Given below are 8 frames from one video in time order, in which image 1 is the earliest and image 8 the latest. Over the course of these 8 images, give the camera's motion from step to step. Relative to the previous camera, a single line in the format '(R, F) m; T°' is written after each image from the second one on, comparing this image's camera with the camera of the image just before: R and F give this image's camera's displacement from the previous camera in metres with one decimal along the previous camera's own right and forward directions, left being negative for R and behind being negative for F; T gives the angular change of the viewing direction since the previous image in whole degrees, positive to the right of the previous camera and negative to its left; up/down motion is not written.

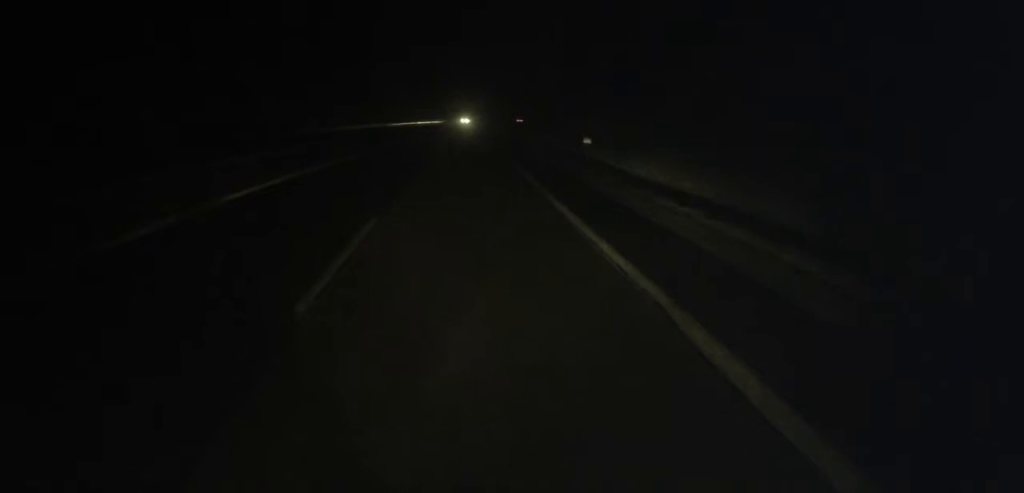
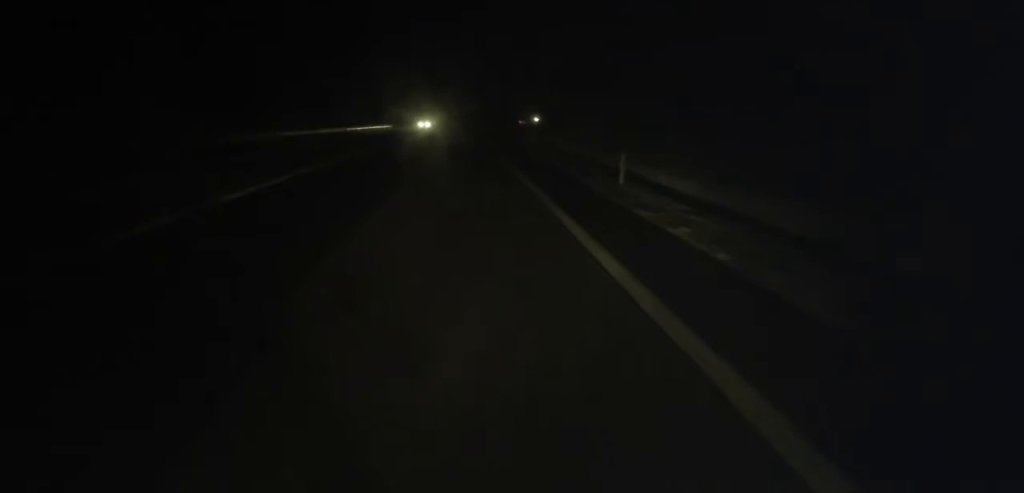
(+0.7, +35.0) m; +2°
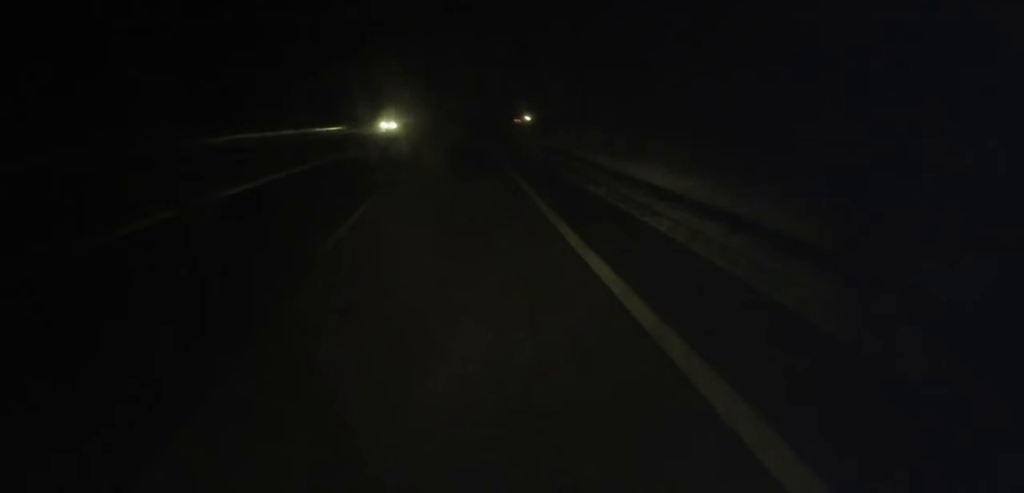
(+0.1, +15.5) m; 0°
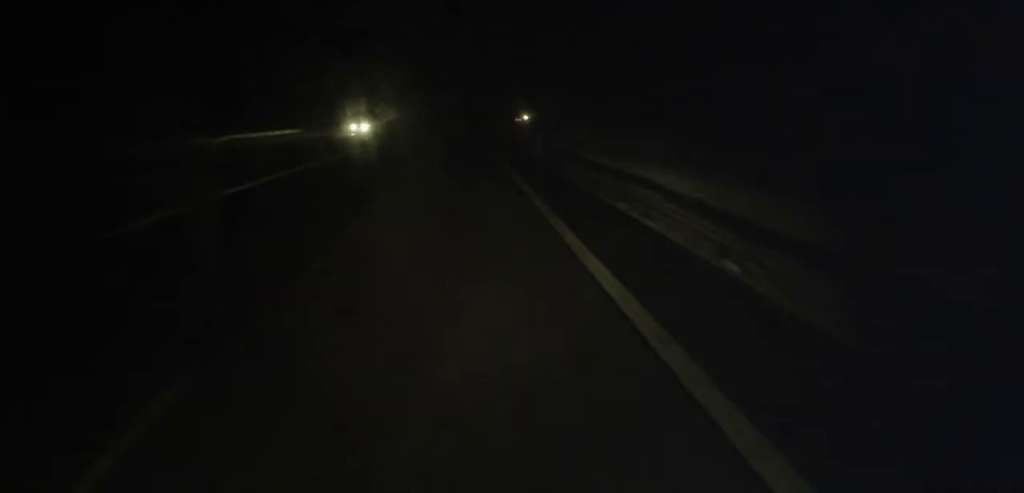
(0.0, +10.1) m; 0°
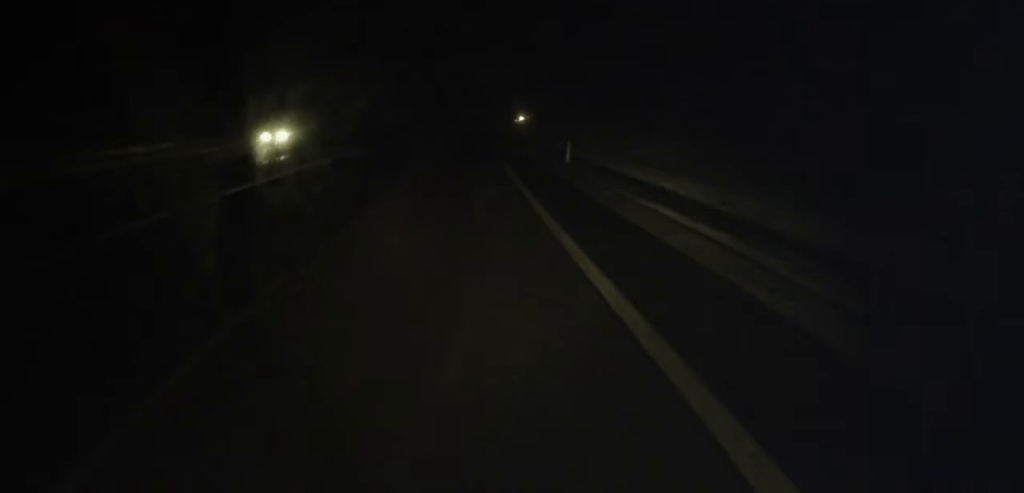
(0.0, +14.7) m; +1°
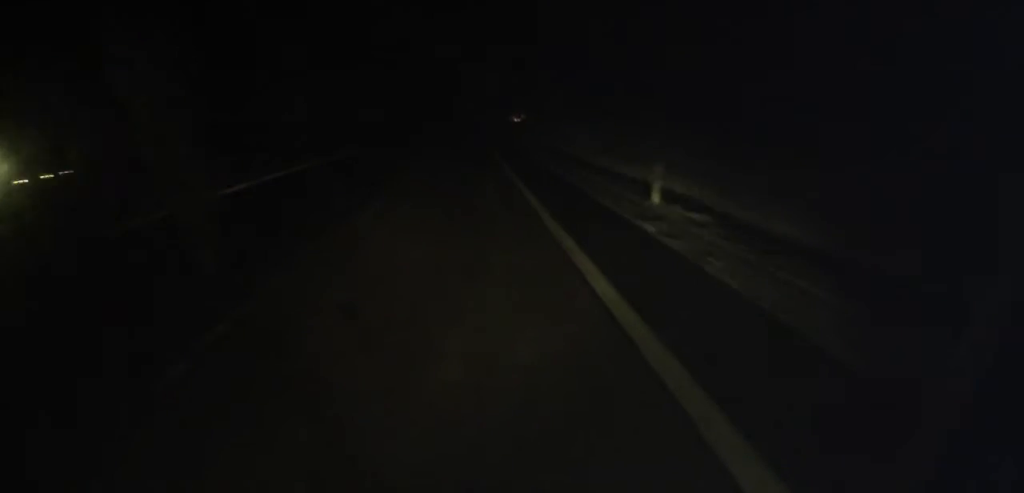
(0.0, +14.7) m; +1°
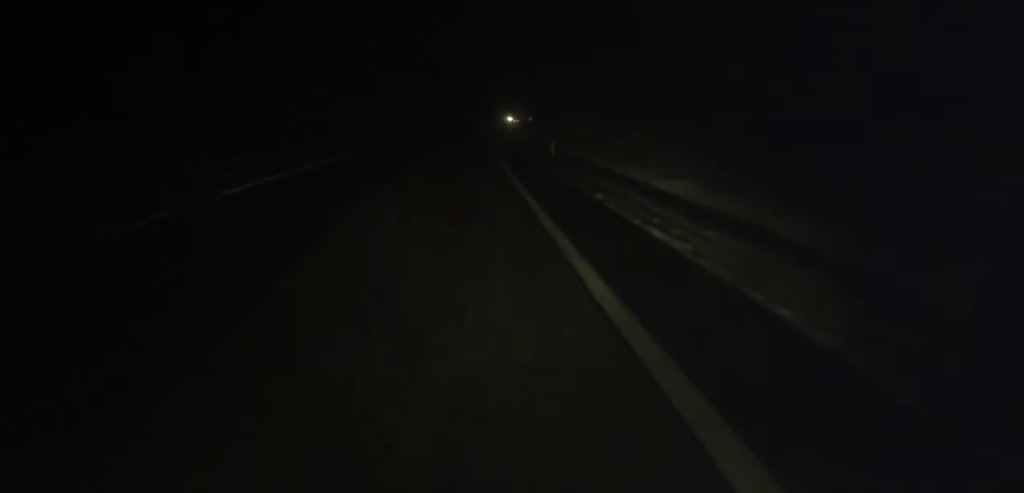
(+0.5, +28.8) m; +1°
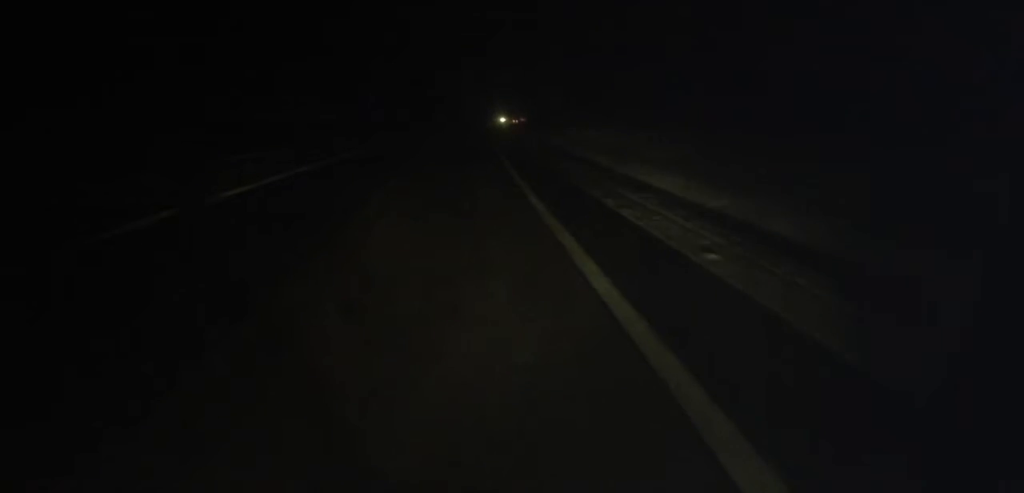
(+0.1, +32.0) m; 0°
